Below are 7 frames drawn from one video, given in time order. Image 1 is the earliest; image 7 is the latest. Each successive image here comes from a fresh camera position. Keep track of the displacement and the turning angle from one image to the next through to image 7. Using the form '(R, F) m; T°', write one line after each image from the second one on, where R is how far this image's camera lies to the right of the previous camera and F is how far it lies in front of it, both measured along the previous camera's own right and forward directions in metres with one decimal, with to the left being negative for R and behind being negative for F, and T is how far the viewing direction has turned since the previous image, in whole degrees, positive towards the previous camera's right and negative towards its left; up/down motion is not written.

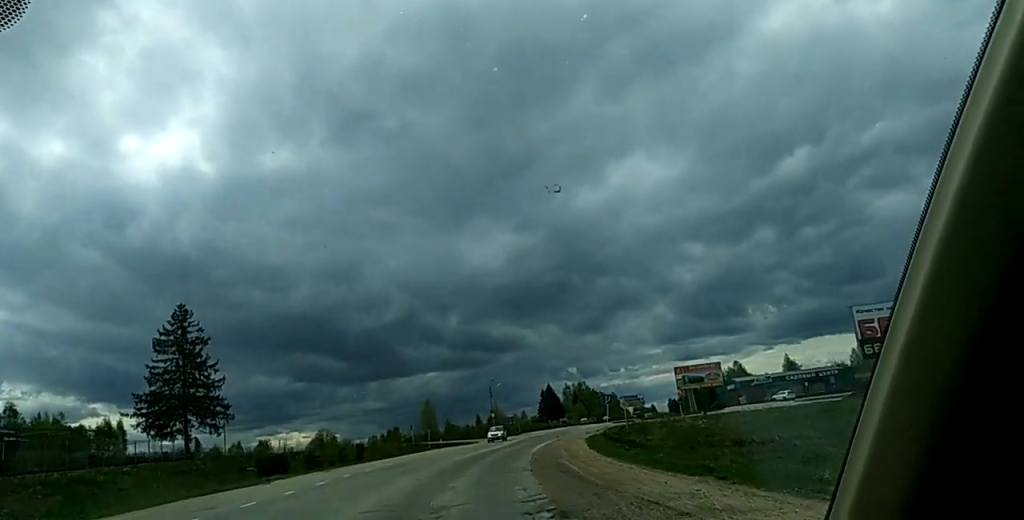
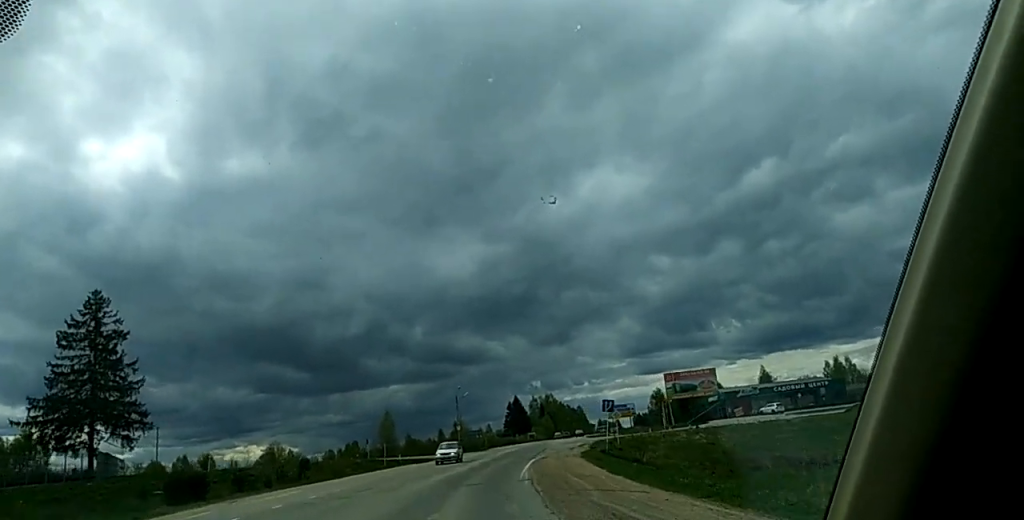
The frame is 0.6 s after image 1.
(+0.2, +12.2) m; +2°
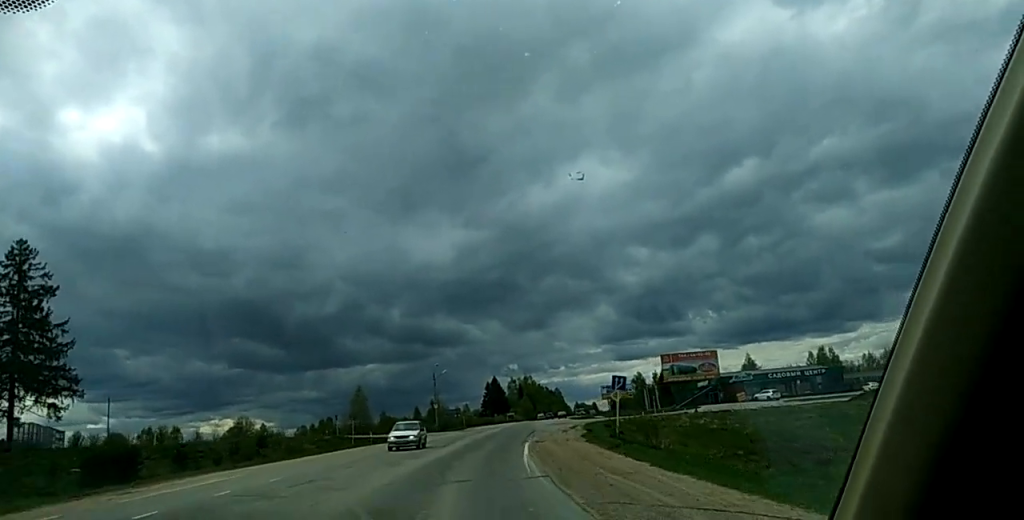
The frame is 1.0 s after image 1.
(-0.2, +8.9) m; +2°
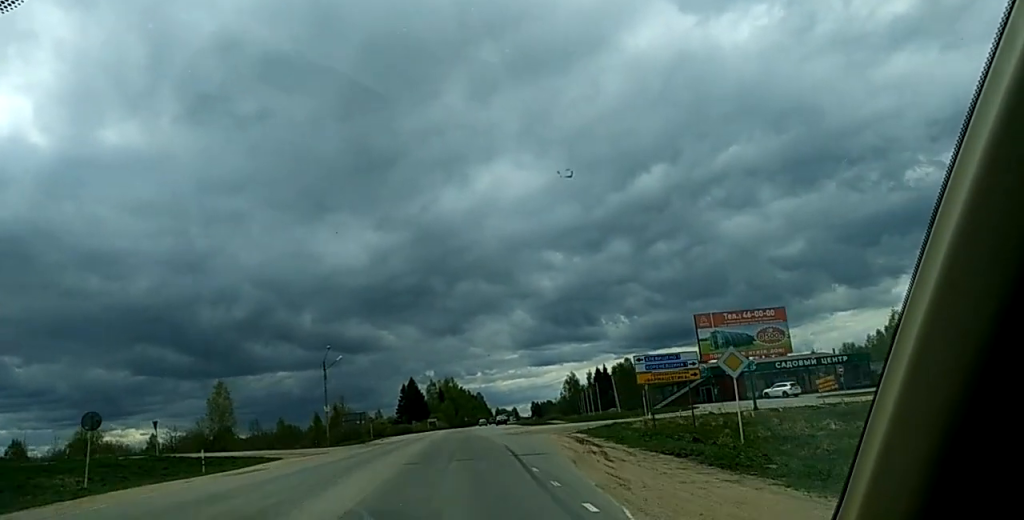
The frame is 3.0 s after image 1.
(+2.0, +38.6) m; +5°
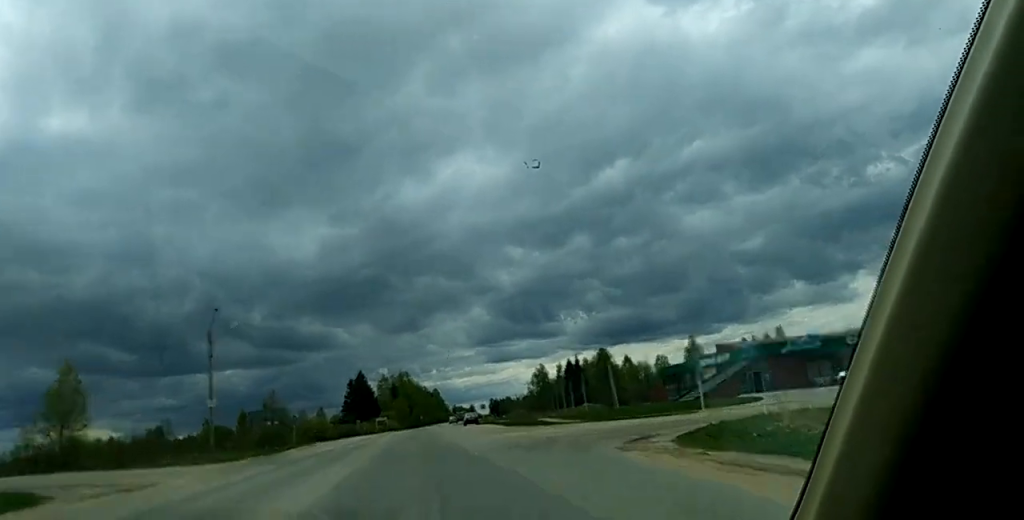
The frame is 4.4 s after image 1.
(+1.0, +29.0) m; +3°
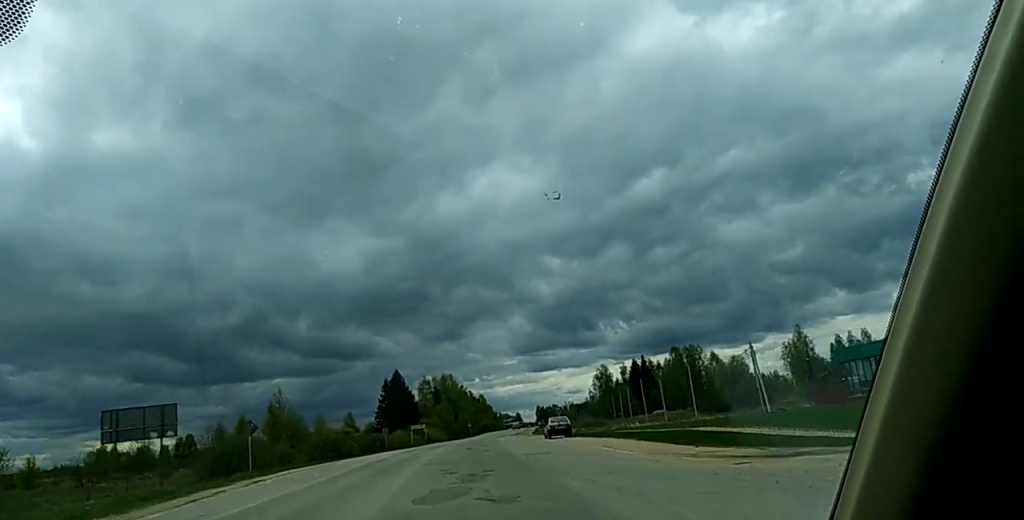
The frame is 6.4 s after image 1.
(+0.6, +39.5) m; +1°
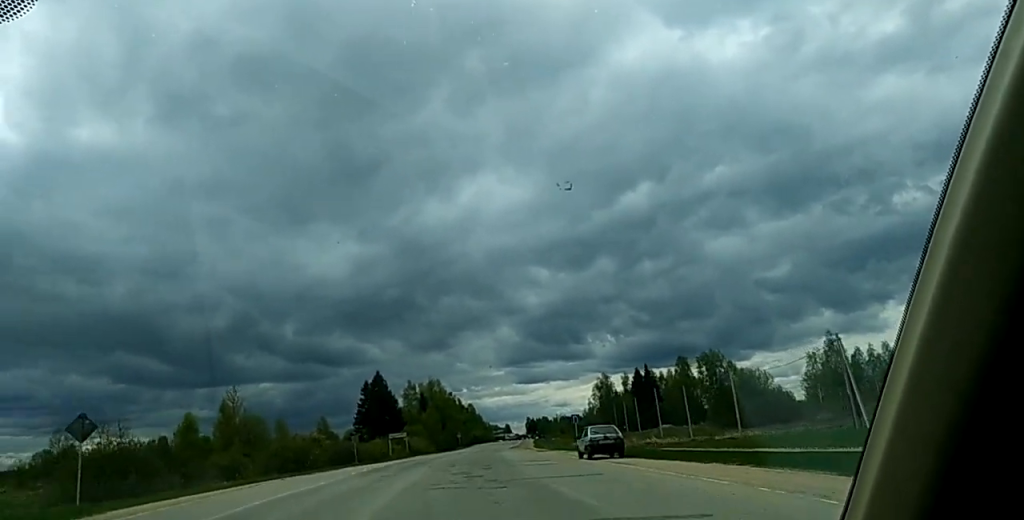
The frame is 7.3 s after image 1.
(0.0, +19.5) m; 0°
